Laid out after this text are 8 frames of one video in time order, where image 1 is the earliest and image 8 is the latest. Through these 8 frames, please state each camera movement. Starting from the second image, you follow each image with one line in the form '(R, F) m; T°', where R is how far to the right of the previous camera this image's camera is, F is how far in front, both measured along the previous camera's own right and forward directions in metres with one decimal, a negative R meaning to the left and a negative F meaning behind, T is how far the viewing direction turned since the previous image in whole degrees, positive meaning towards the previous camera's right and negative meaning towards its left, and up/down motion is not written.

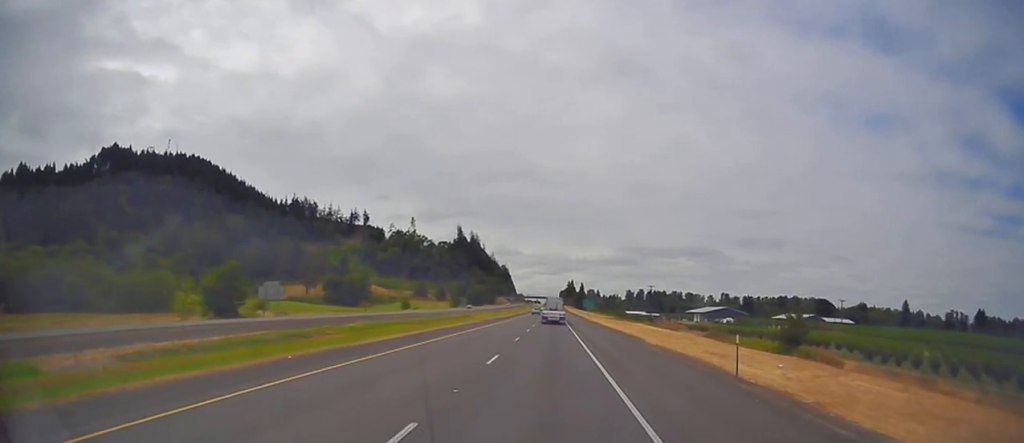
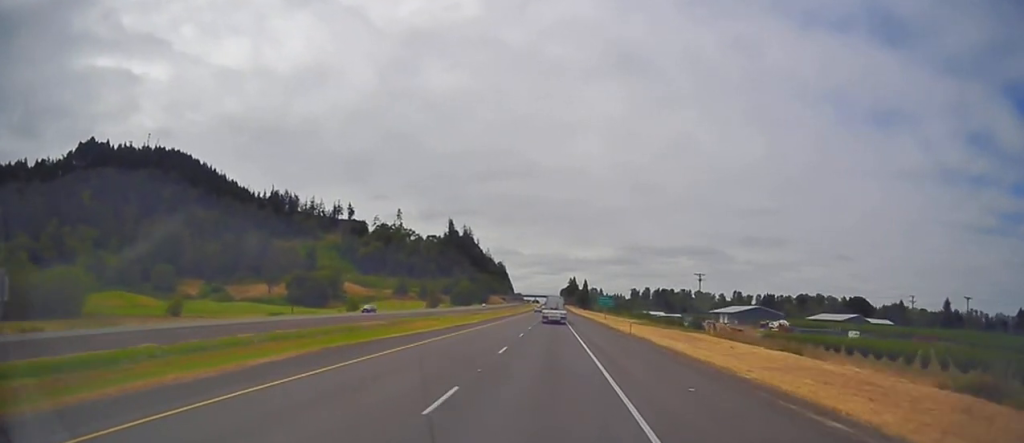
(+0.7, +57.6) m; 0°
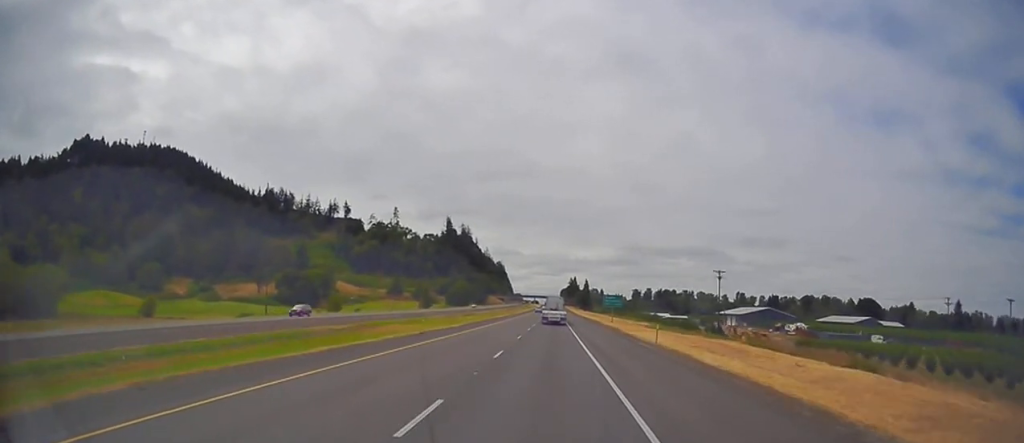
(-0.1, +13.6) m; -1°
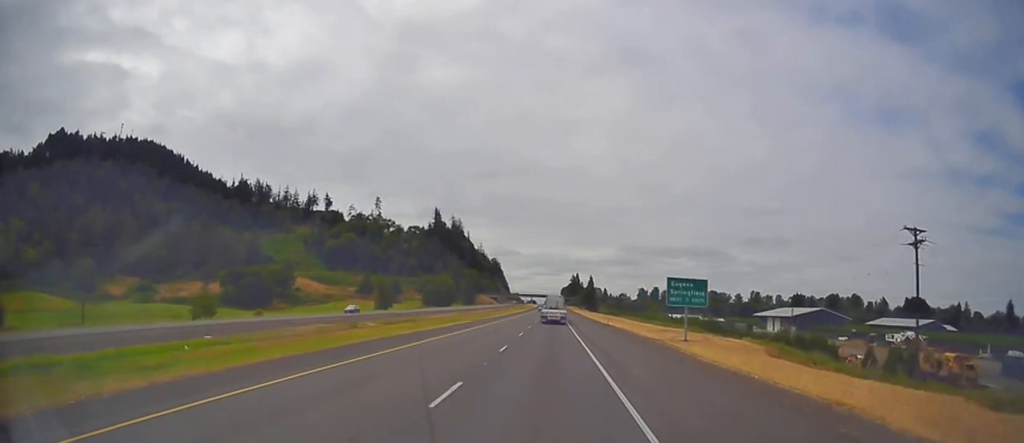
(0.0, +58.8) m; 0°
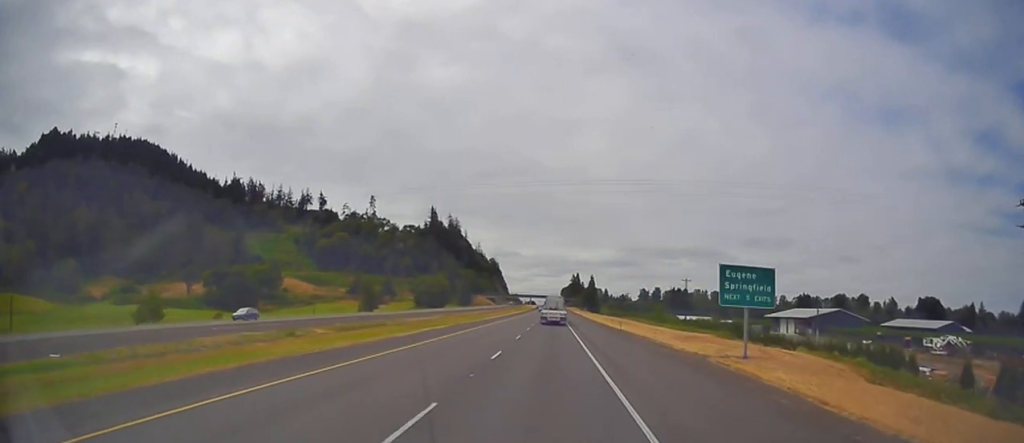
(-0.1, +14.5) m; +1°
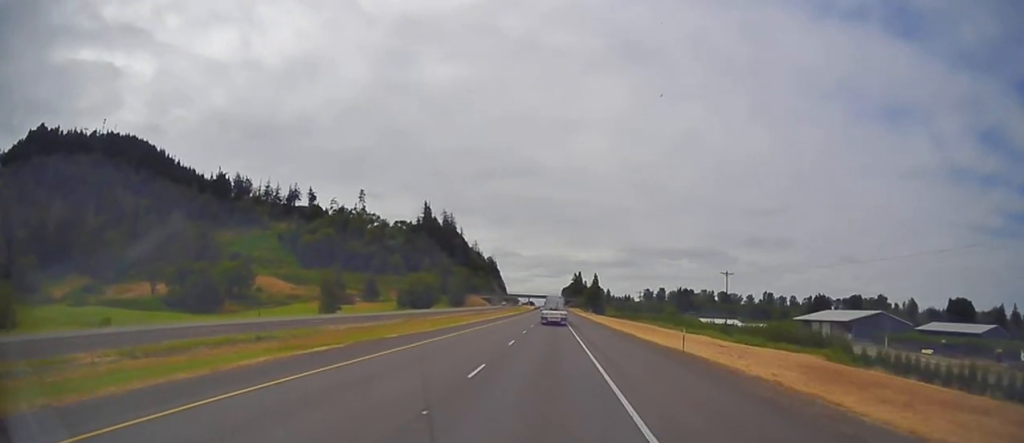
(+0.5, +28.8) m; 0°
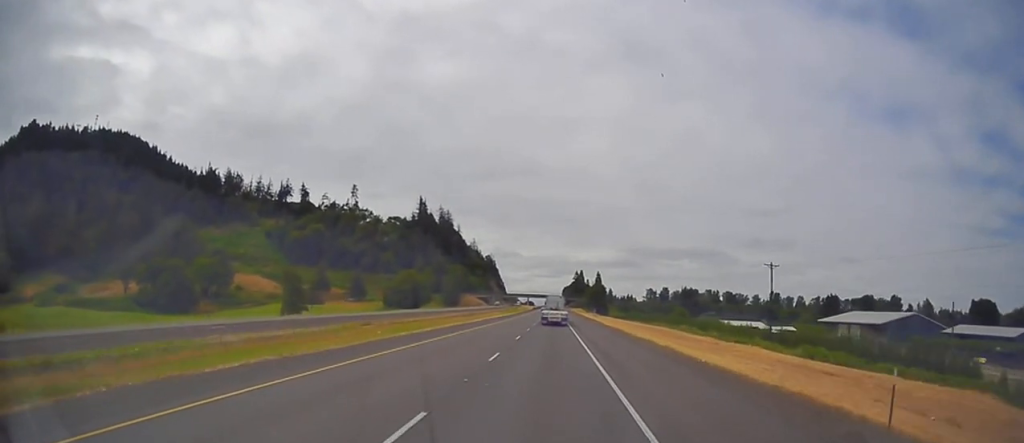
(-0.3, +20.7) m; -1°
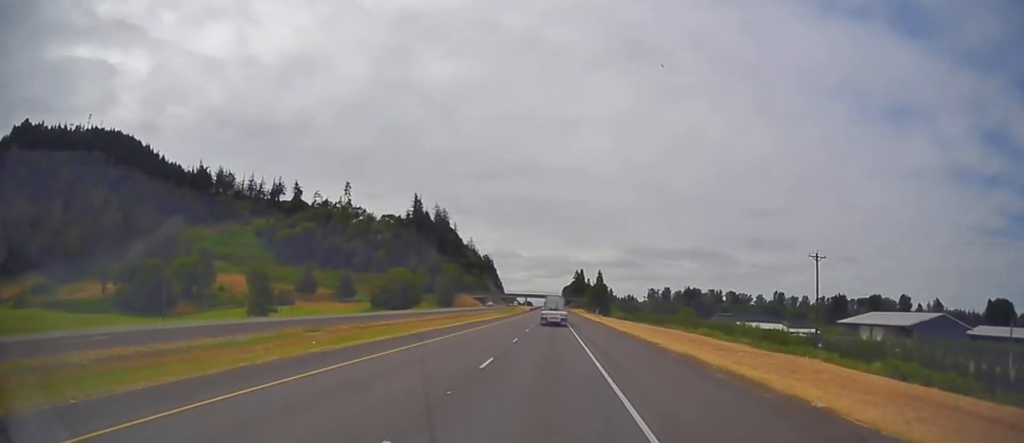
(-0.1, +14.4) m; 0°
